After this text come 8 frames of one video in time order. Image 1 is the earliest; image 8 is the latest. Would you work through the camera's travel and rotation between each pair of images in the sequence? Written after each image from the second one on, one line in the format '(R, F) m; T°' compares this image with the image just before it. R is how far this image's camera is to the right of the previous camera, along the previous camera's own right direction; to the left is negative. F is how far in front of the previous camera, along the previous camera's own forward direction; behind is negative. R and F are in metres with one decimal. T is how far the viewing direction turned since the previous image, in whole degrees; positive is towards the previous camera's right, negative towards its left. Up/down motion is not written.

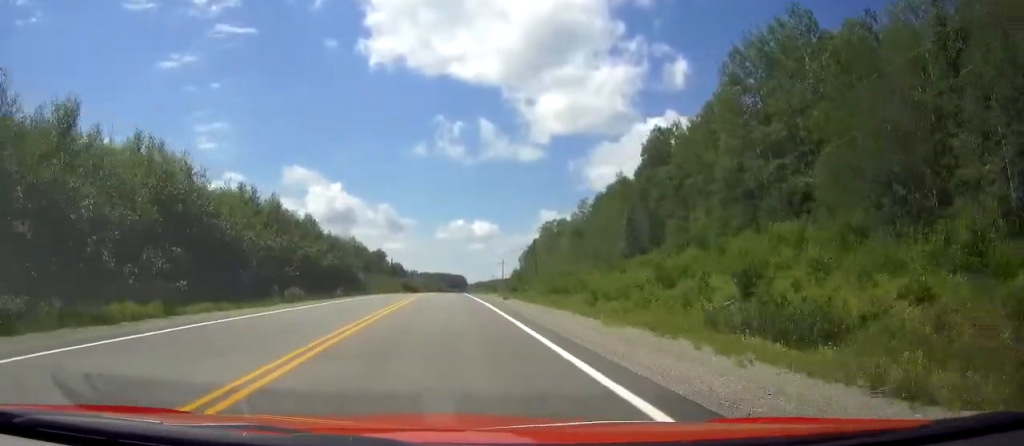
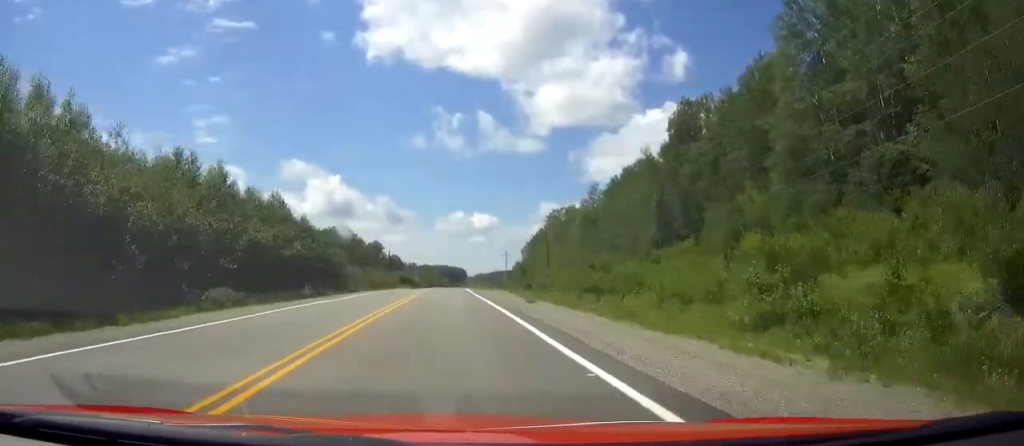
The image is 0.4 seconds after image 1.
(-0.1, +12.7) m; 0°
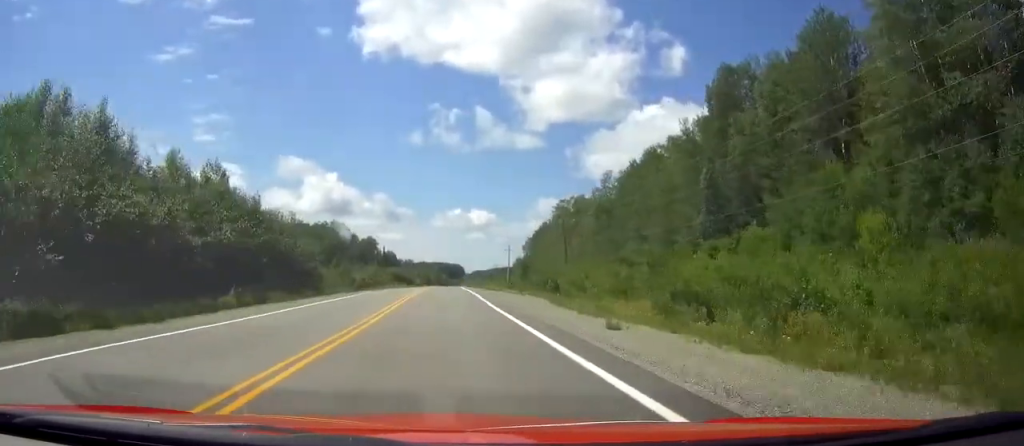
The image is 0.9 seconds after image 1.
(+0.1, +14.6) m; 0°
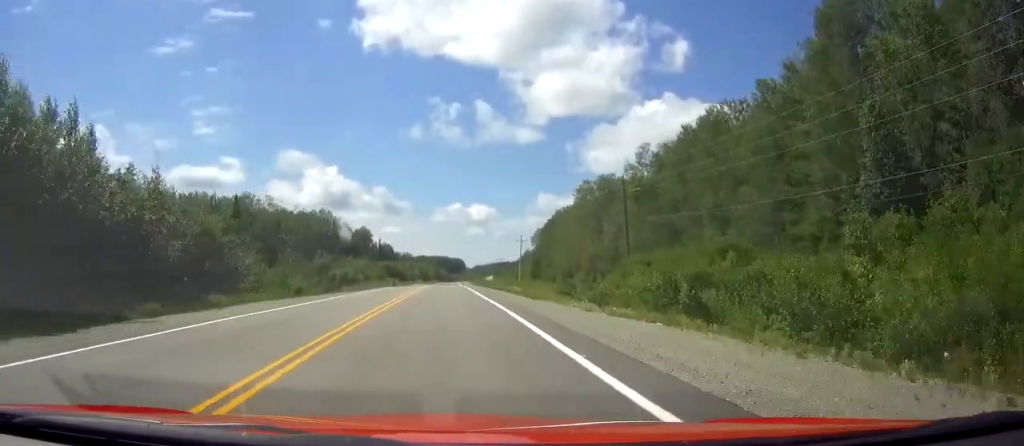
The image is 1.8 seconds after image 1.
(+0.1, +24.3) m; 0°
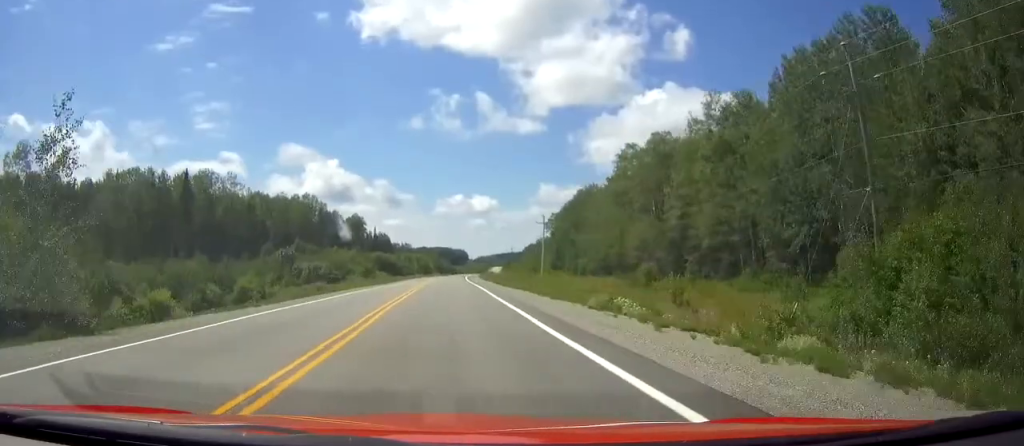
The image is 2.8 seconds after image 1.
(0.0, +29.1) m; 0°
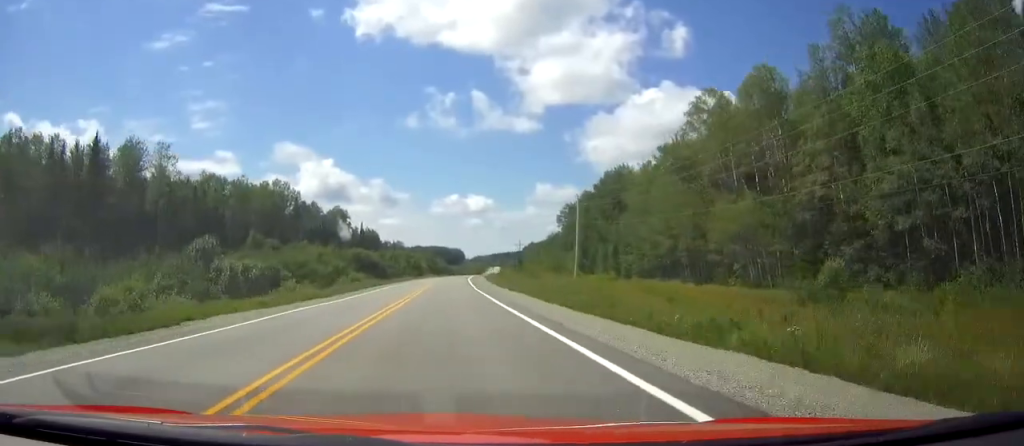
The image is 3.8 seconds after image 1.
(-0.1, +31.1) m; 0°
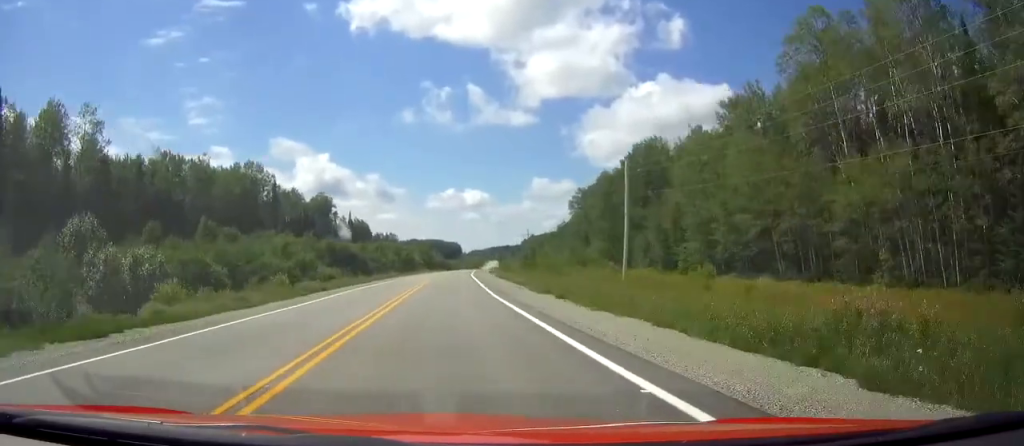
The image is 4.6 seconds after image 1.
(0.0, +22.4) m; 0°
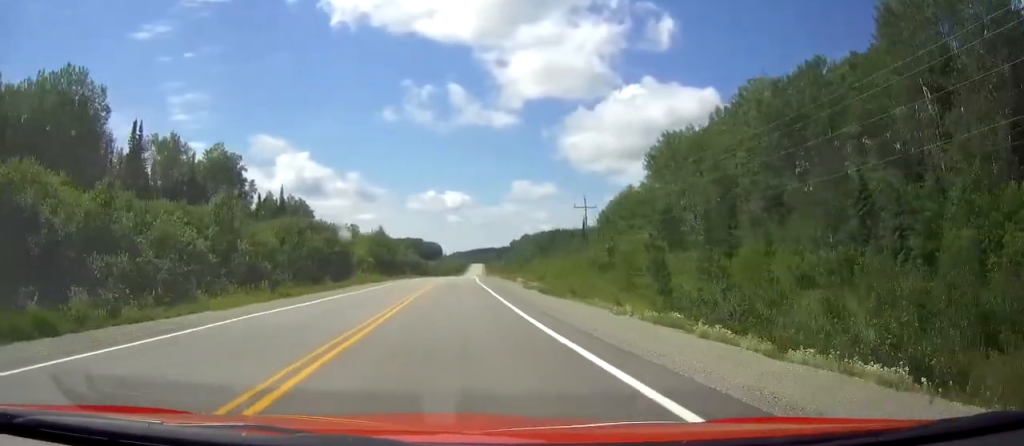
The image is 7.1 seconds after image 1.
(+0.8, +74.1) m; +2°
